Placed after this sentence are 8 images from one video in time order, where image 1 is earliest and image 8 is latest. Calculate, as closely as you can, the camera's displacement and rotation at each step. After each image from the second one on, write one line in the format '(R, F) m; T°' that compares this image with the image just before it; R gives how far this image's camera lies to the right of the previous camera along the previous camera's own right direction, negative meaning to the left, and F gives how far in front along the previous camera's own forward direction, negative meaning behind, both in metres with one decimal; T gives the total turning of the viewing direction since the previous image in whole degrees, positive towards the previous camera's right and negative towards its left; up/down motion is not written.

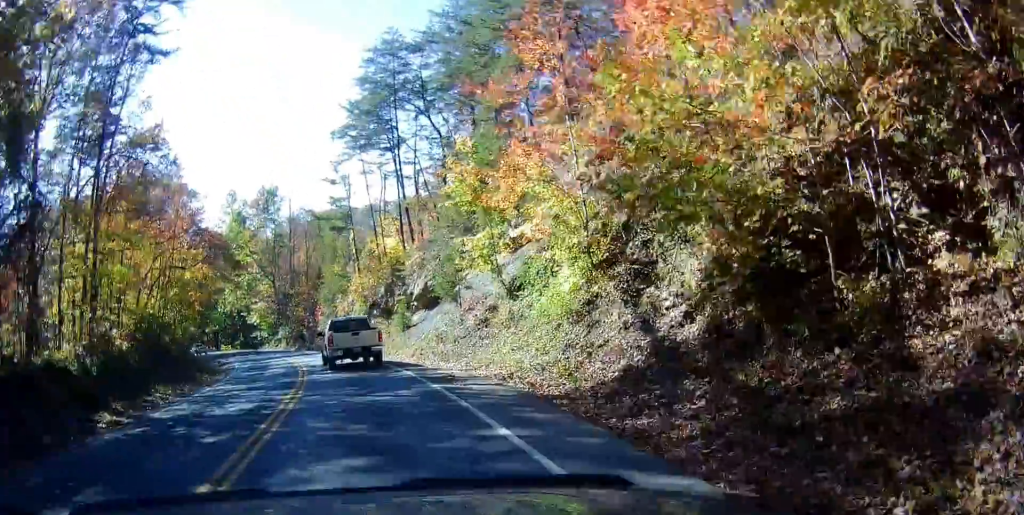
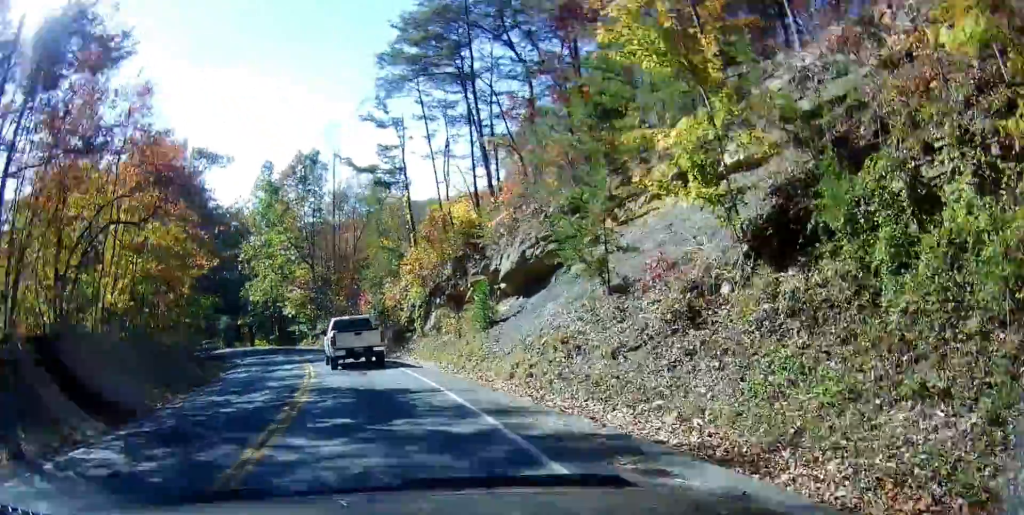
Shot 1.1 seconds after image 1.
(-1.7, +11.7) m; -12°
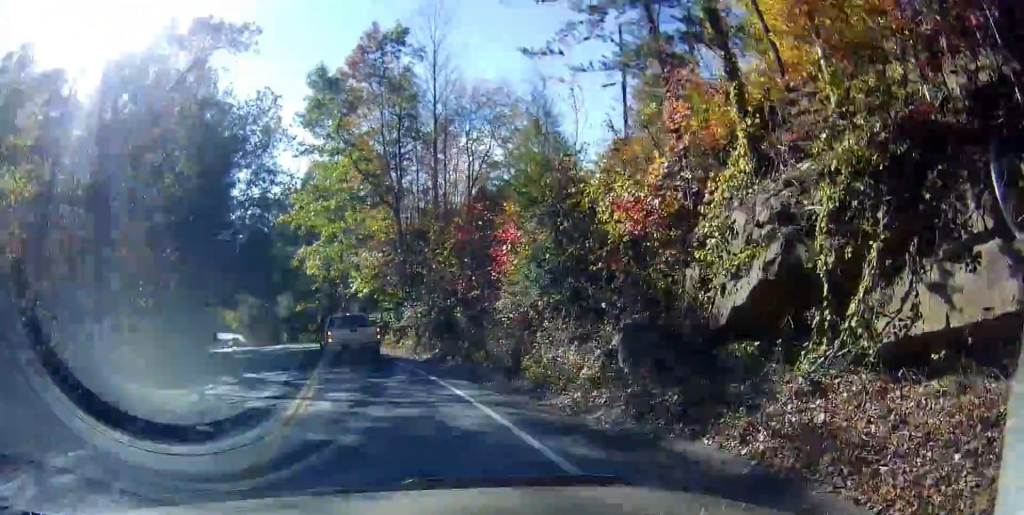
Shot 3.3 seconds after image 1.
(+1.4, +24.0) m; +4°
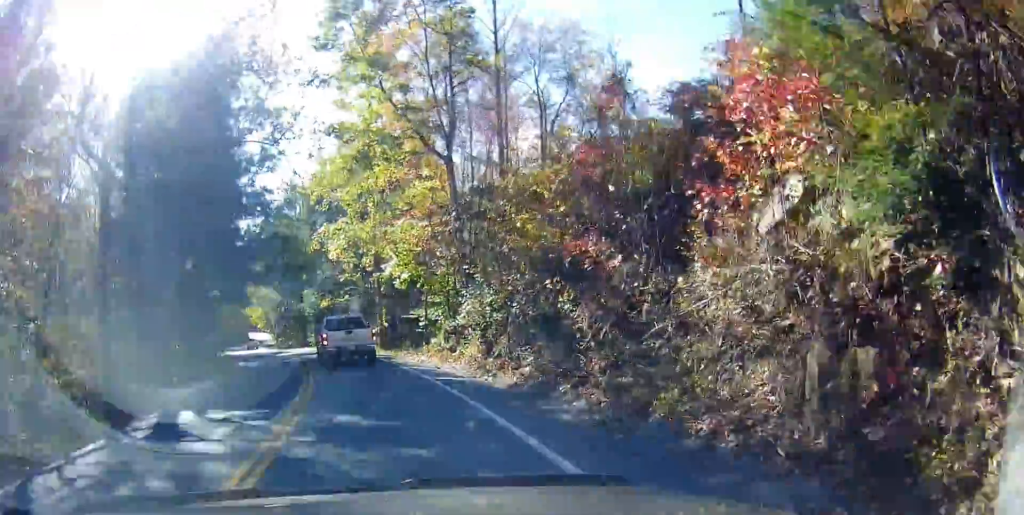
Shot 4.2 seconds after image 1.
(-0.6, +10.2) m; -7°
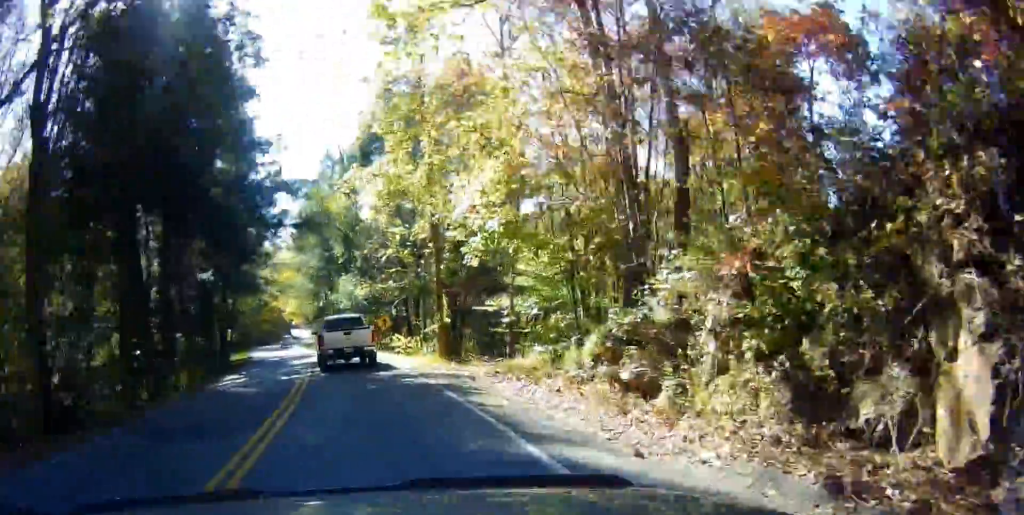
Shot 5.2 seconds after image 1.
(-0.8, +12.2) m; -9°
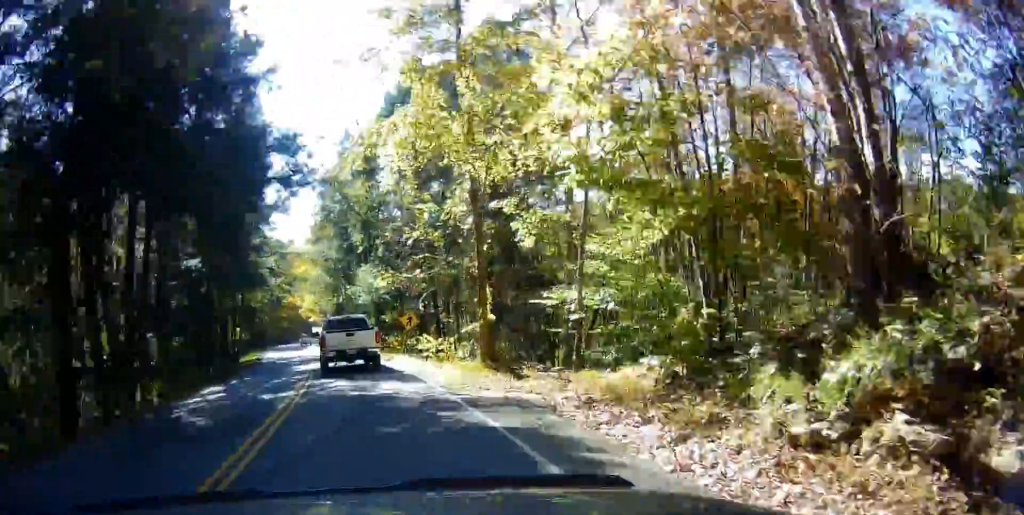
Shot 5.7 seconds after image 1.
(+0.1, +5.4) m; -5°
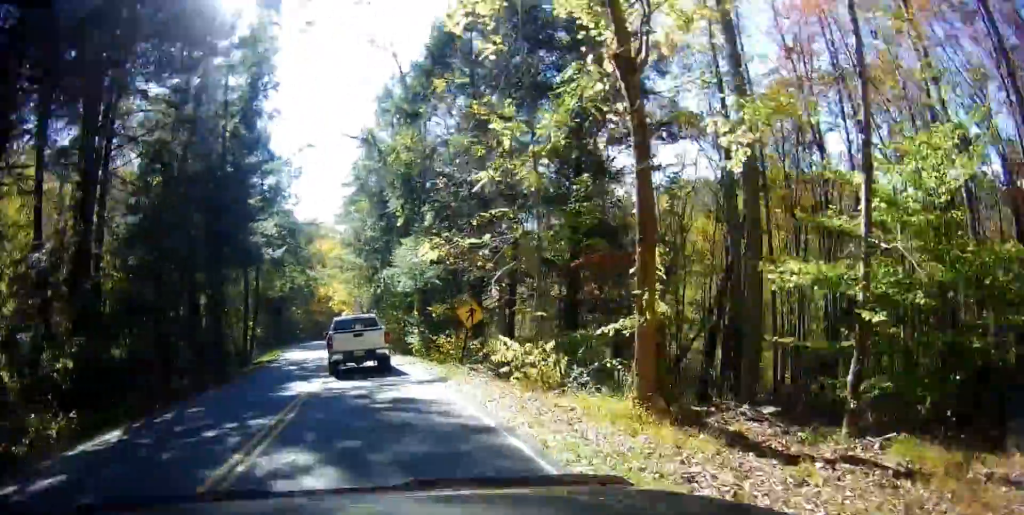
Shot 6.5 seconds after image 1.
(-1.1, +9.7) m; -11°
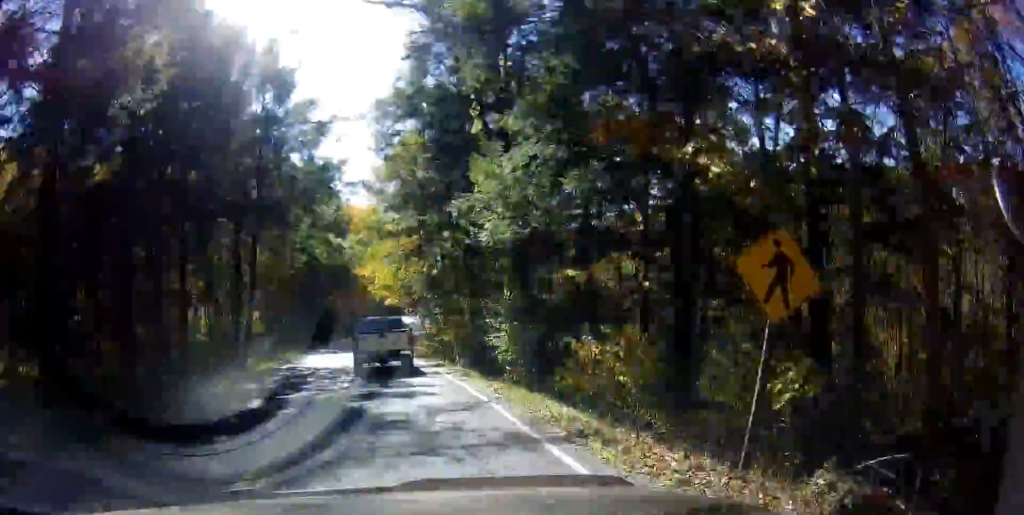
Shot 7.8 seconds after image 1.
(-2.0, +15.4) m; -12°
